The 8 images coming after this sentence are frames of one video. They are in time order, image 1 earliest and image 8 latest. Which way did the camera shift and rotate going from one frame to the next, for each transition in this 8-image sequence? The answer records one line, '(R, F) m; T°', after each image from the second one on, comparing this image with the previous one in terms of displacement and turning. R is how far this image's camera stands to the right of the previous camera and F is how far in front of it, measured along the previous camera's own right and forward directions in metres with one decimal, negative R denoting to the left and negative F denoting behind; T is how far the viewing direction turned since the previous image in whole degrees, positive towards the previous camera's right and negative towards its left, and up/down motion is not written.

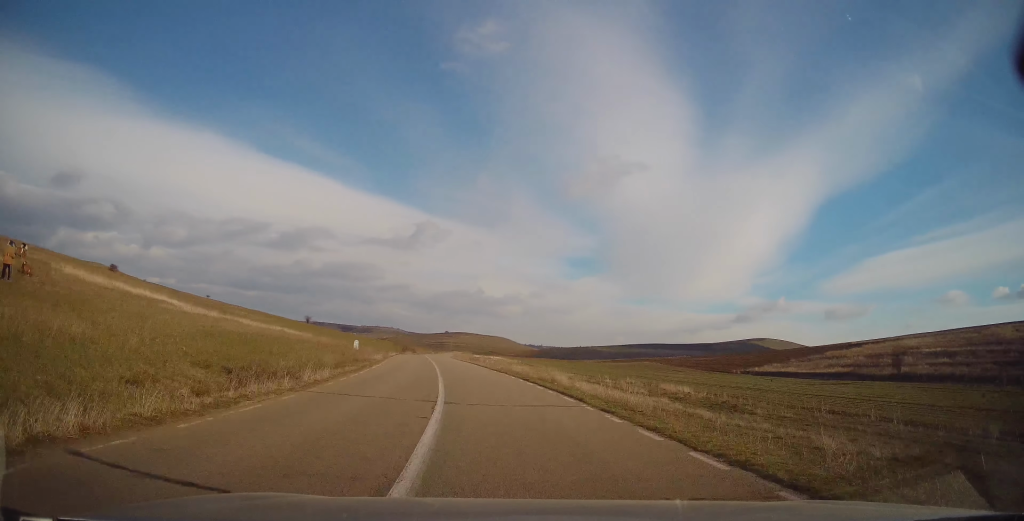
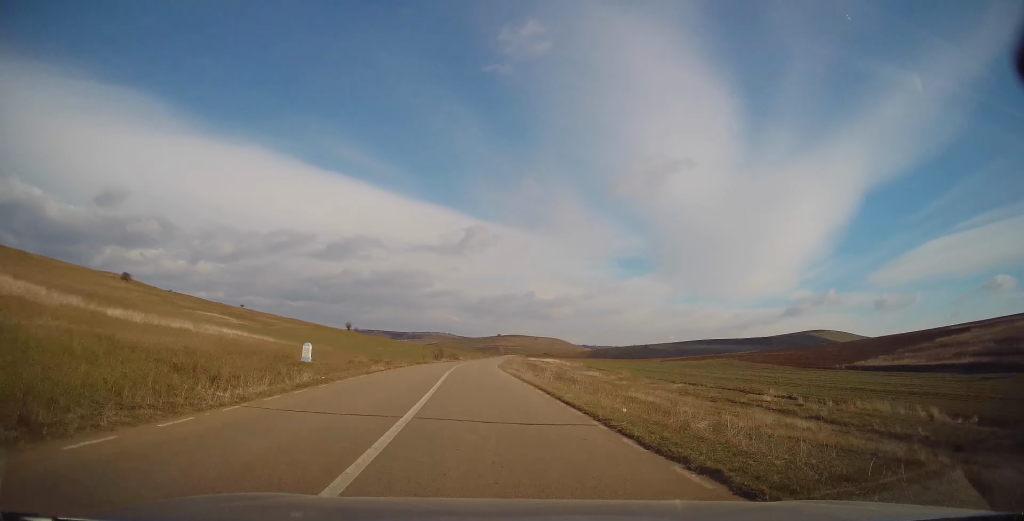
(-1.8, +24.1) m; -5°
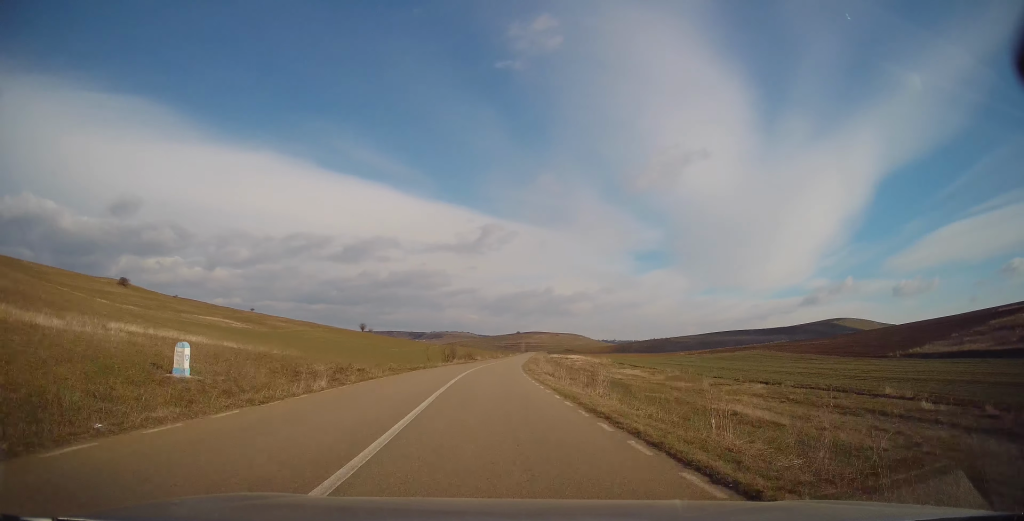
(-0.2, +13.0) m; -1°
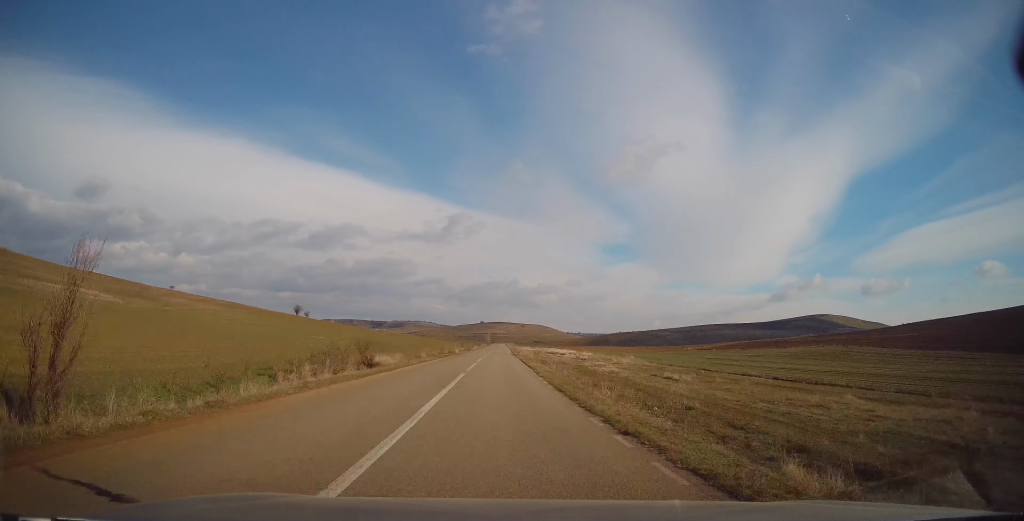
(-0.1, +59.0) m; +2°
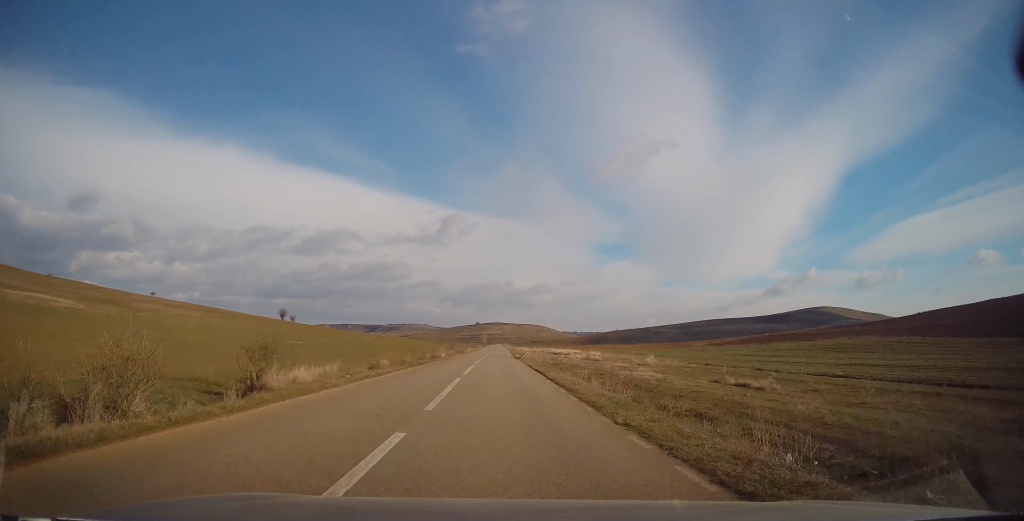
(+0.1, +14.2) m; +1°
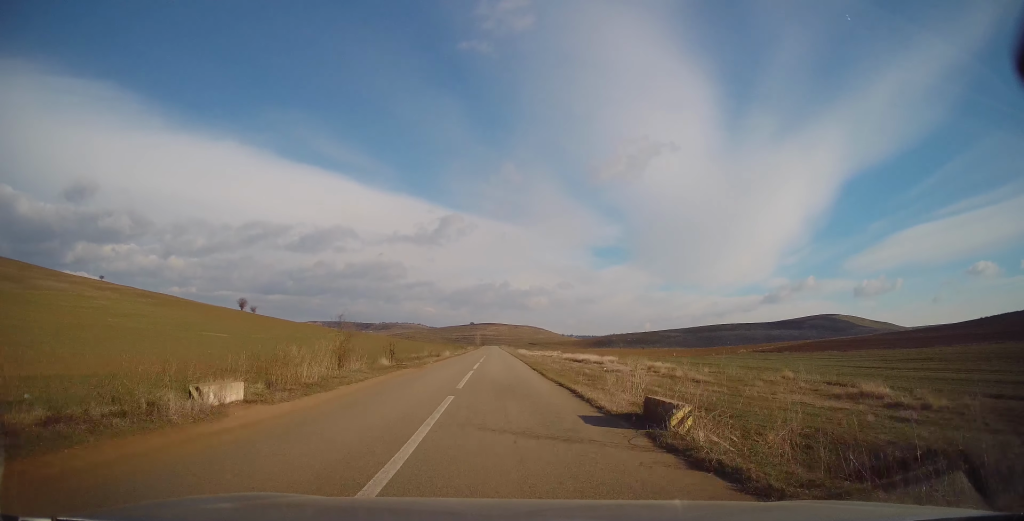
(0.0, +41.9) m; 0°
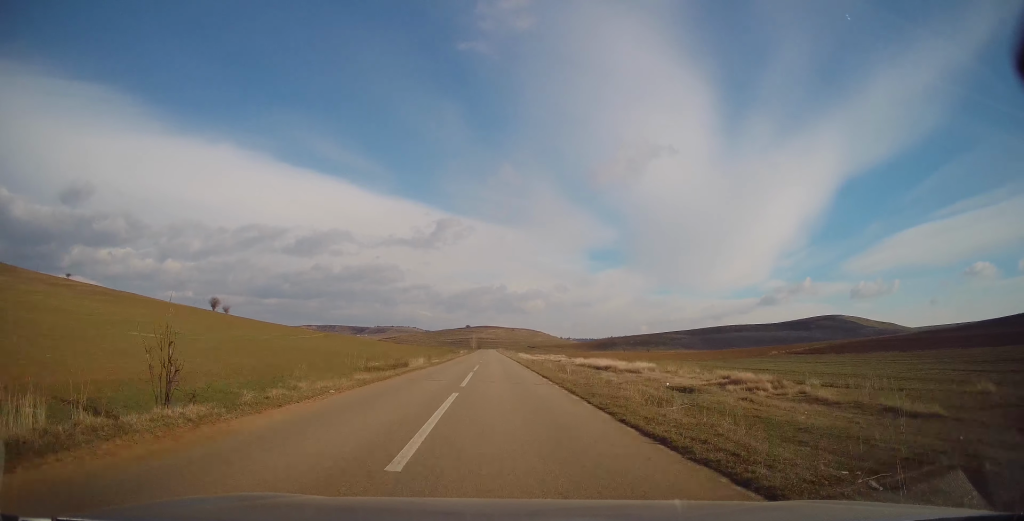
(0.0, +22.3) m; +1°
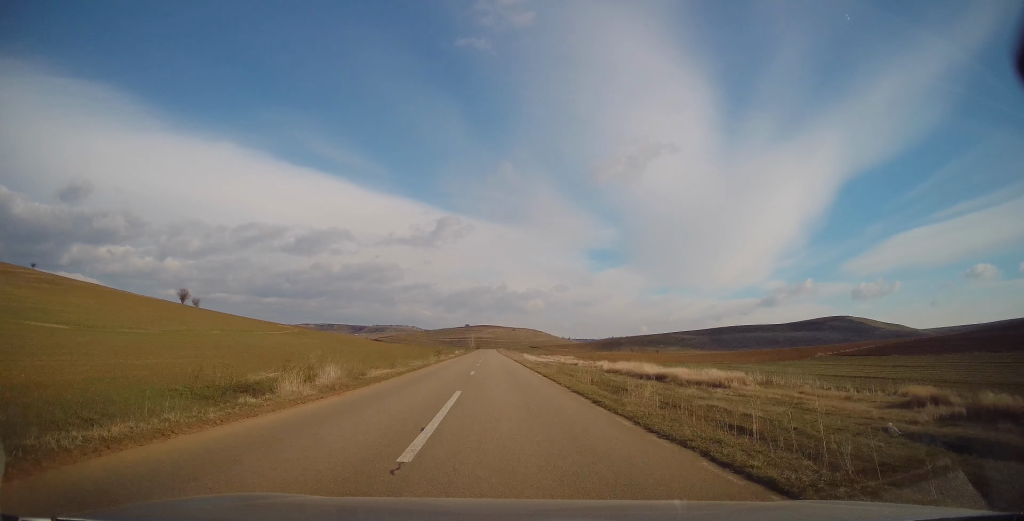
(+0.3, +23.6) m; 0°
